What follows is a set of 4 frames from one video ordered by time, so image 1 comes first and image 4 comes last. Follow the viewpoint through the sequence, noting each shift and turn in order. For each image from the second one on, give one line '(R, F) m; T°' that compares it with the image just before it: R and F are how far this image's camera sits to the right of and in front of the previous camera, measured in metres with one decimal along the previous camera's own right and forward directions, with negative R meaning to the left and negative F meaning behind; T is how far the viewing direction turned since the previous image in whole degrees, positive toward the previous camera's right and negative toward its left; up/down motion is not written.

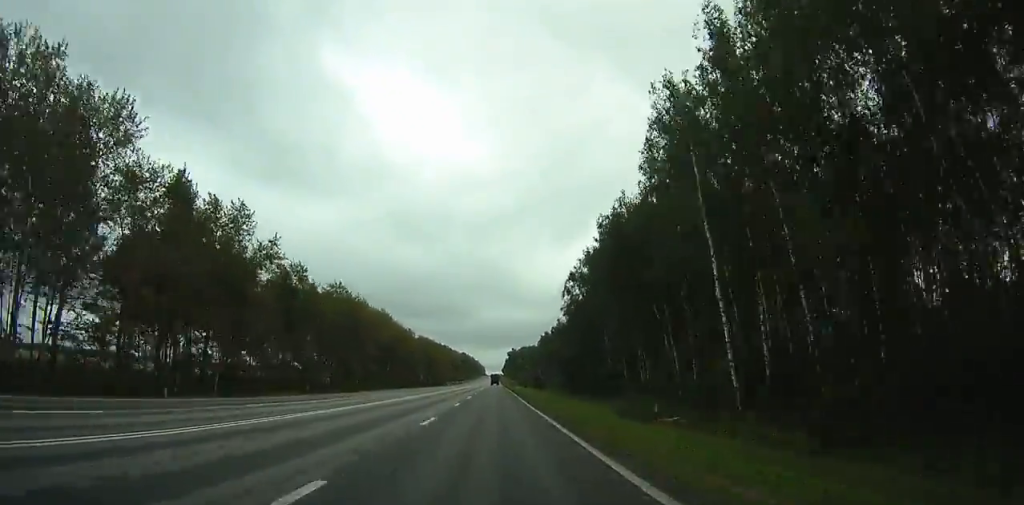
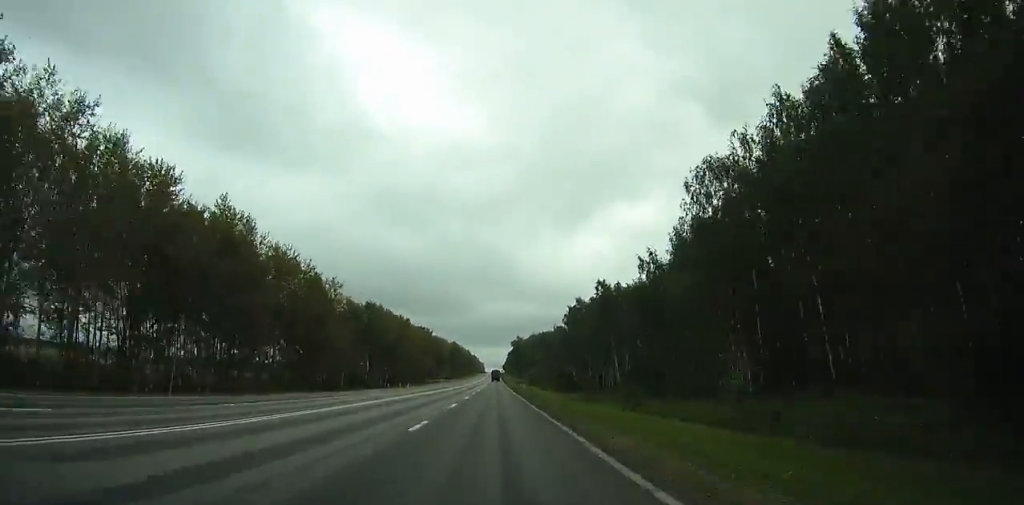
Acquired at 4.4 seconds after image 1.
(+0.1, +95.5) m; 0°
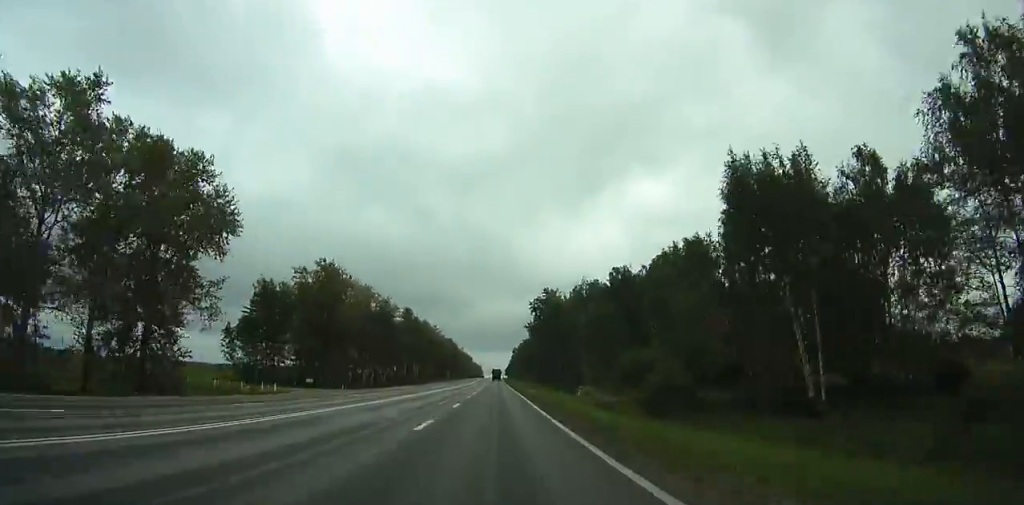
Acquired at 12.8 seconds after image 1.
(-0.4, +175.9) m; -3°
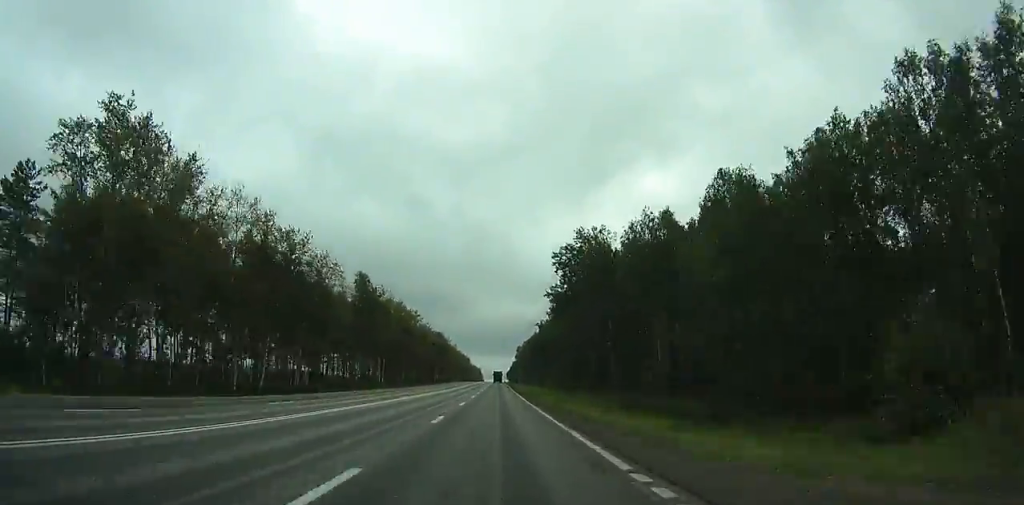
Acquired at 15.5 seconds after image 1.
(-2.4, +59.7) m; -4°
